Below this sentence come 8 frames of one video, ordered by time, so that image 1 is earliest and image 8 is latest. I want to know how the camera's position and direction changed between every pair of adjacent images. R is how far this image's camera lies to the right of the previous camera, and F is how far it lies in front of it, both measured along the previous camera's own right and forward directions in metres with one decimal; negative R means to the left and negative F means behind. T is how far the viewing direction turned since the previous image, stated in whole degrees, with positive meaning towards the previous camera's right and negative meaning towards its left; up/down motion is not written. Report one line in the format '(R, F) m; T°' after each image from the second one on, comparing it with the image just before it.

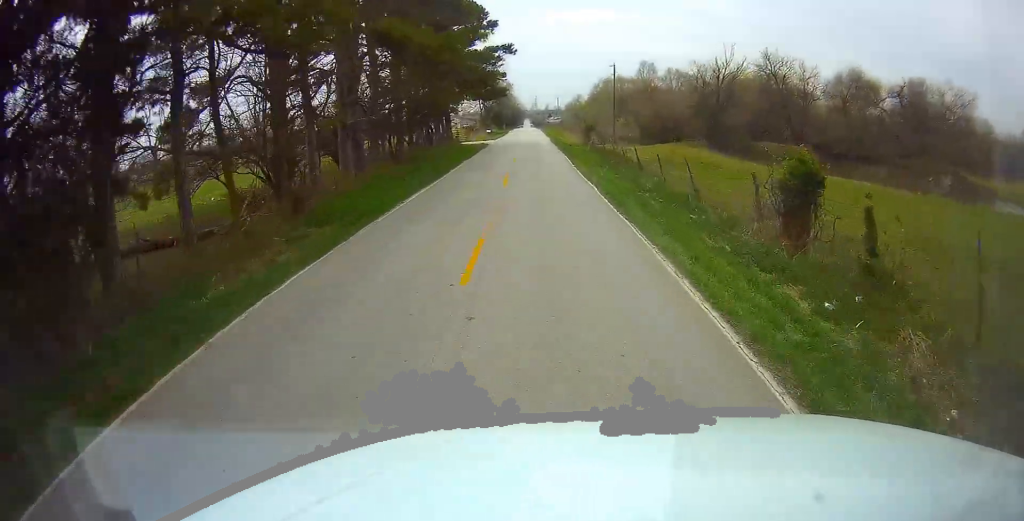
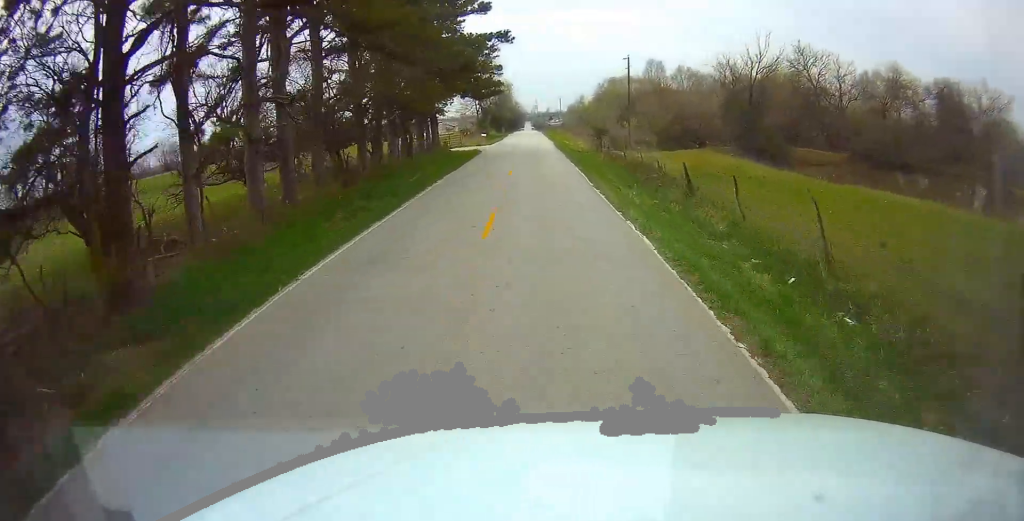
(0.0, +8.7) m; 0°
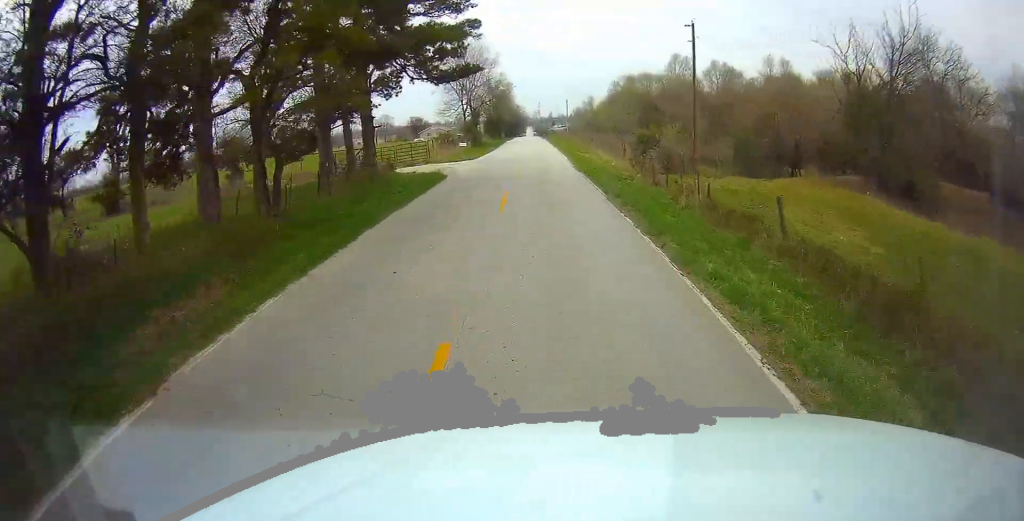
(-0.3, +20.7) m; 0°
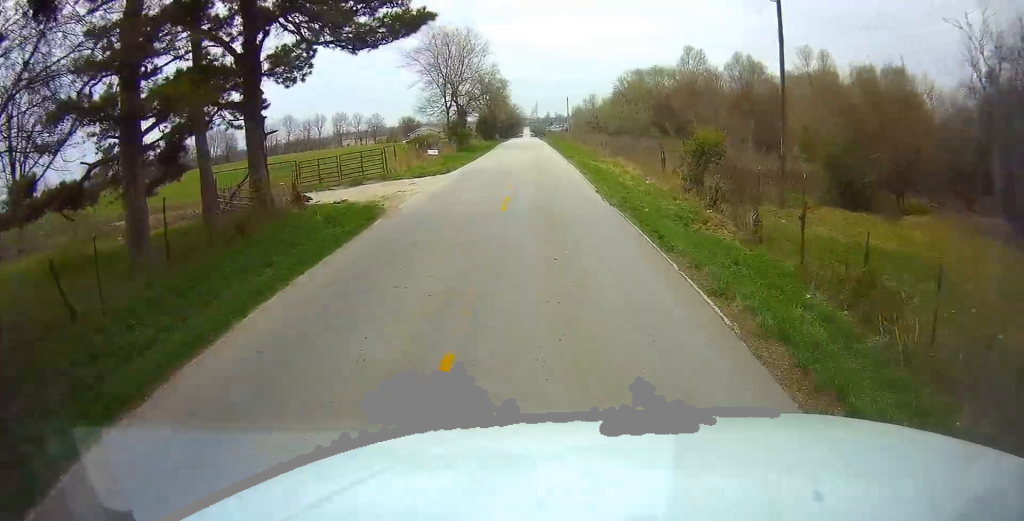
(+0.4, +12.0) m; 0°
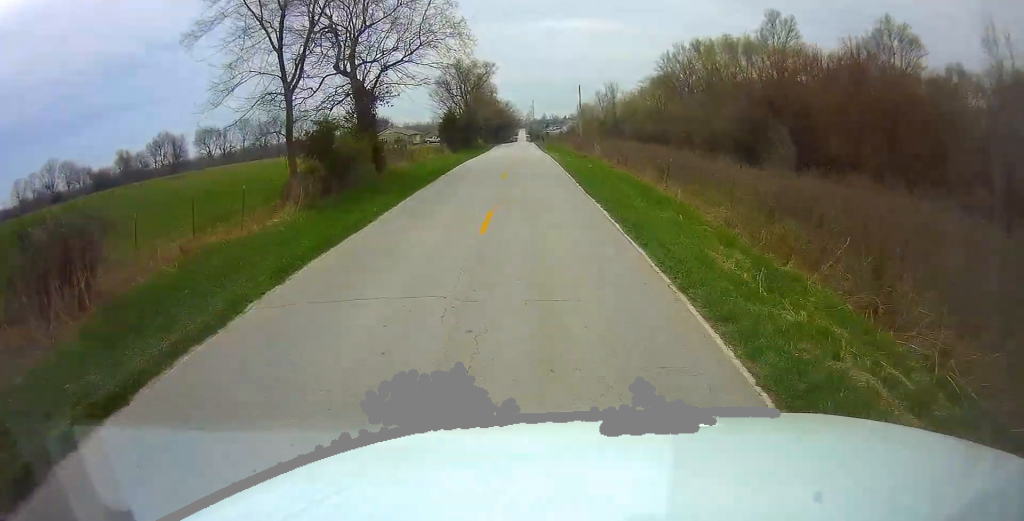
(0.0, +38.9) m; +2°
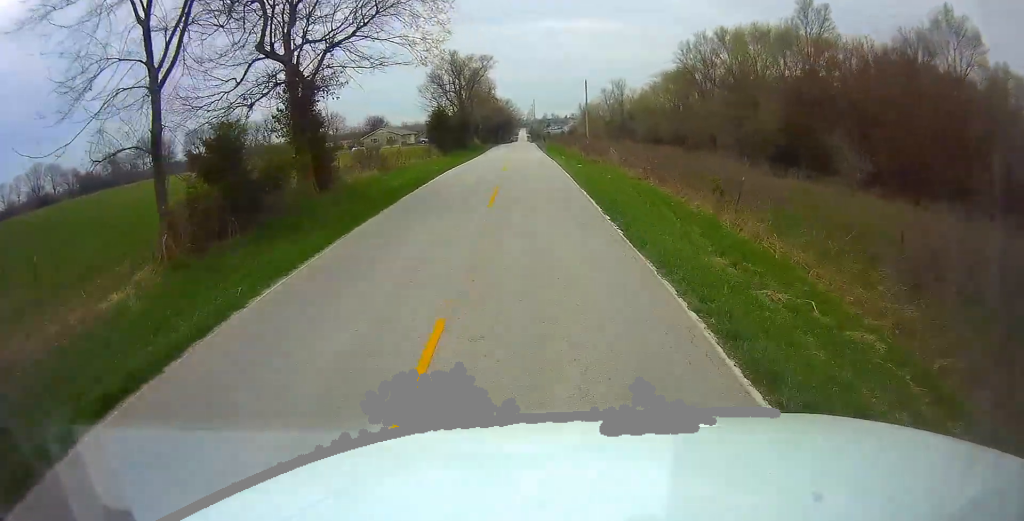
(0.0, +8.4) m; -1°
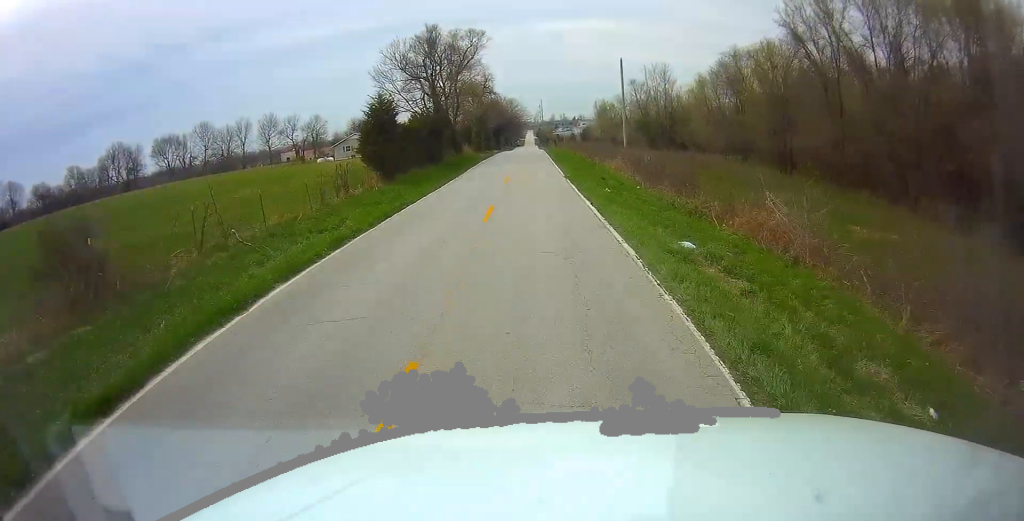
(-0.6, +25.0) m; -1°
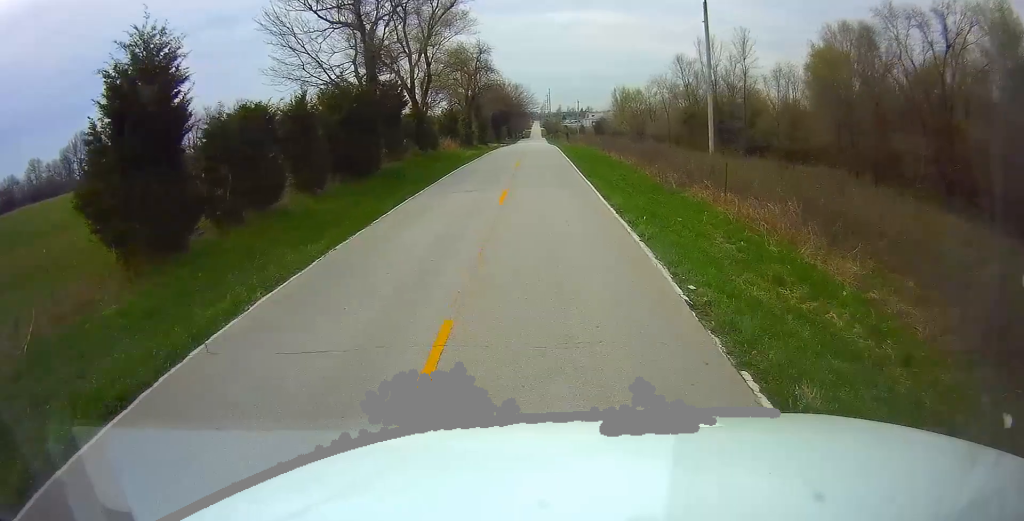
(+0.5, +22.8) m; 0°
